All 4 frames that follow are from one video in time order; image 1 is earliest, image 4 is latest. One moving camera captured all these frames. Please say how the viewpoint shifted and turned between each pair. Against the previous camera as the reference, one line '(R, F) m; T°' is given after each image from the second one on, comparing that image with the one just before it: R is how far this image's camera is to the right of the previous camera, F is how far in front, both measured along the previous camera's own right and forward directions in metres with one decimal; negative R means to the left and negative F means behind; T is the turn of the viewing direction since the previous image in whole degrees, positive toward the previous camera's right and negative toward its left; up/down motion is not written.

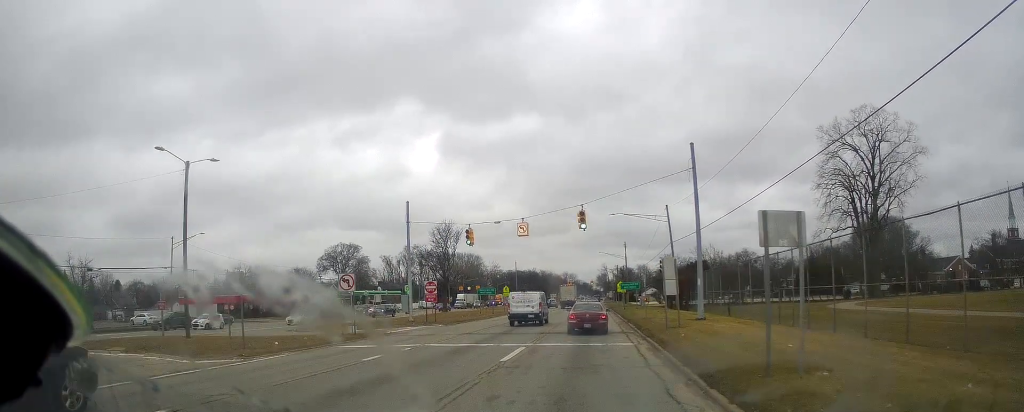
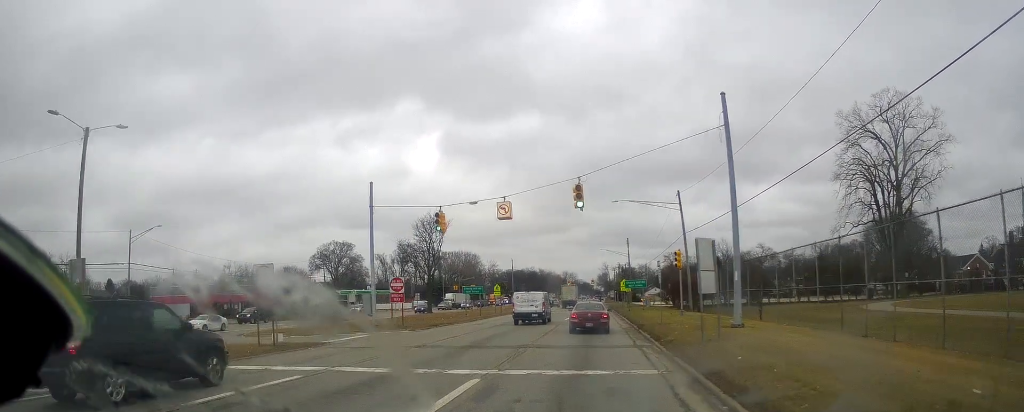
(-0.3, +7.7) m; 0°
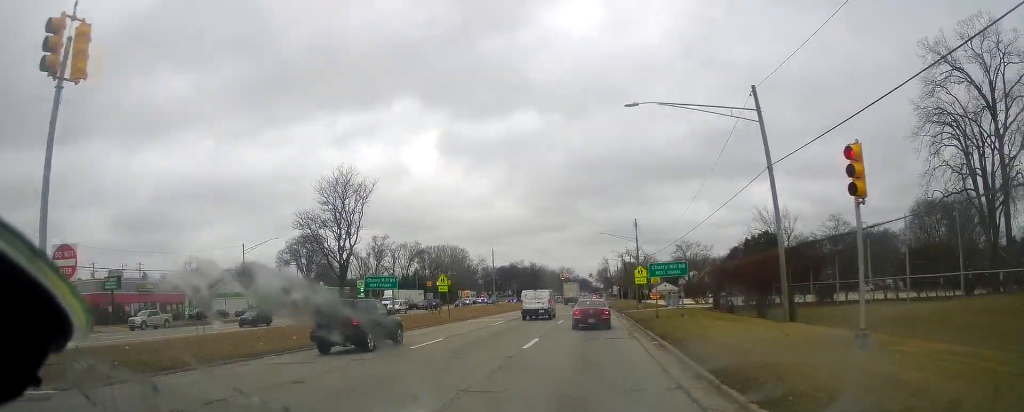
(+1.4, +25.4) m; +4°
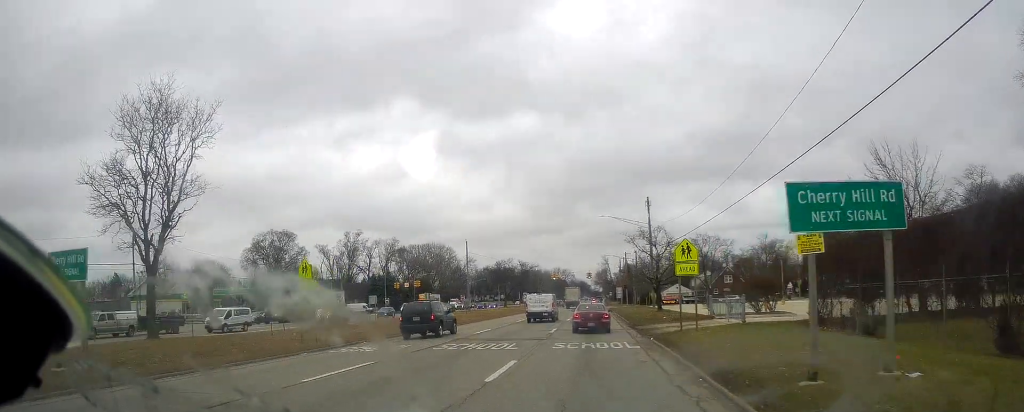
(-0.6, +22.8) m; -4°
